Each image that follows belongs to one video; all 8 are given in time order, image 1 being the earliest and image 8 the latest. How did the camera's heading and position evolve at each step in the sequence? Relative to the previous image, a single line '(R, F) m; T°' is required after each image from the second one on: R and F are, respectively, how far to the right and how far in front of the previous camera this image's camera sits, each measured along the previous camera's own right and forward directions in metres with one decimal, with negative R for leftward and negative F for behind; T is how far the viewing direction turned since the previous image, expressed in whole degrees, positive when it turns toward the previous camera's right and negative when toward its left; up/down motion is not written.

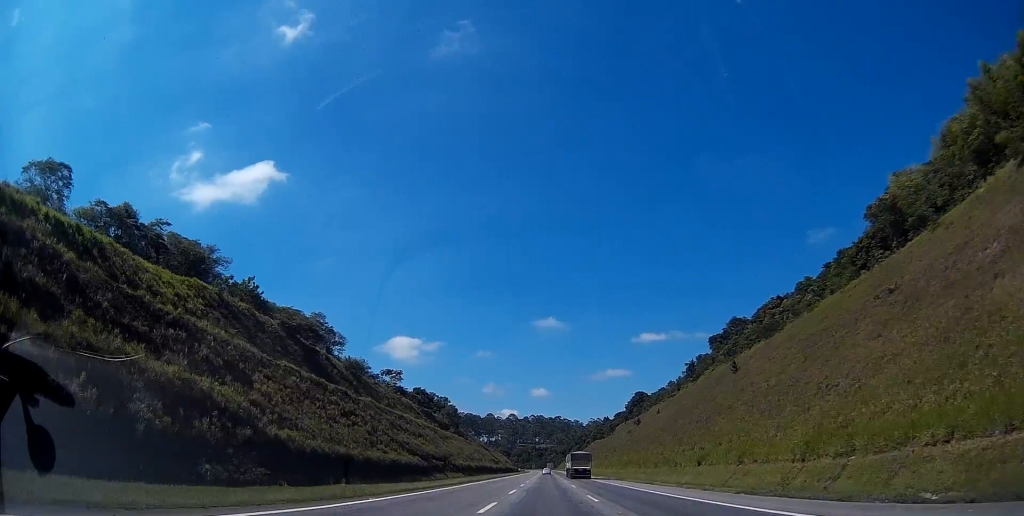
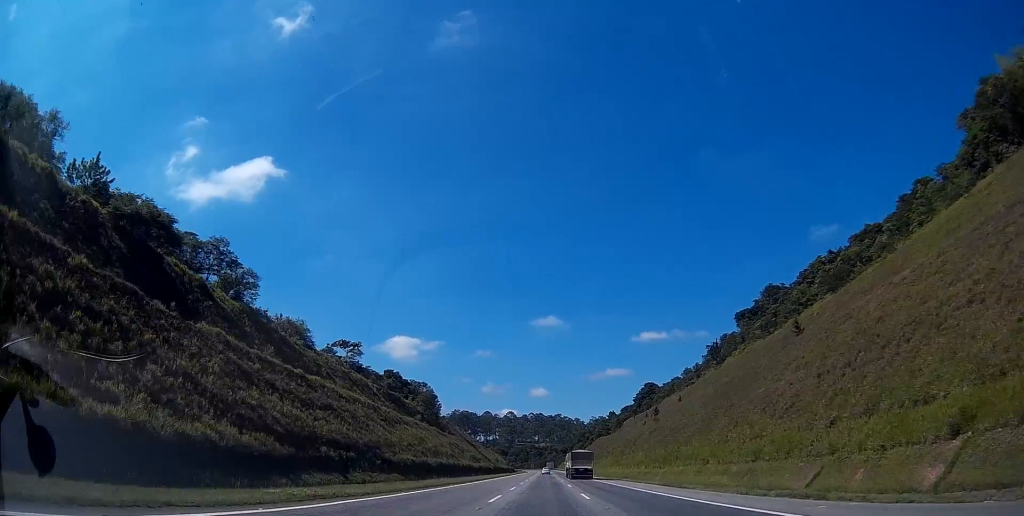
(+0.5, +34.1) m; +1°
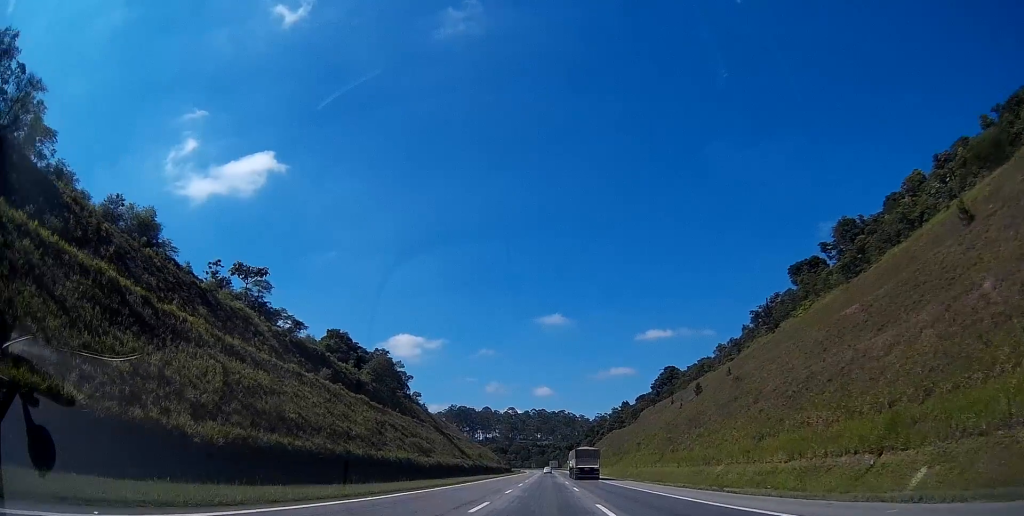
(-0.2, +44.3) m; -1°
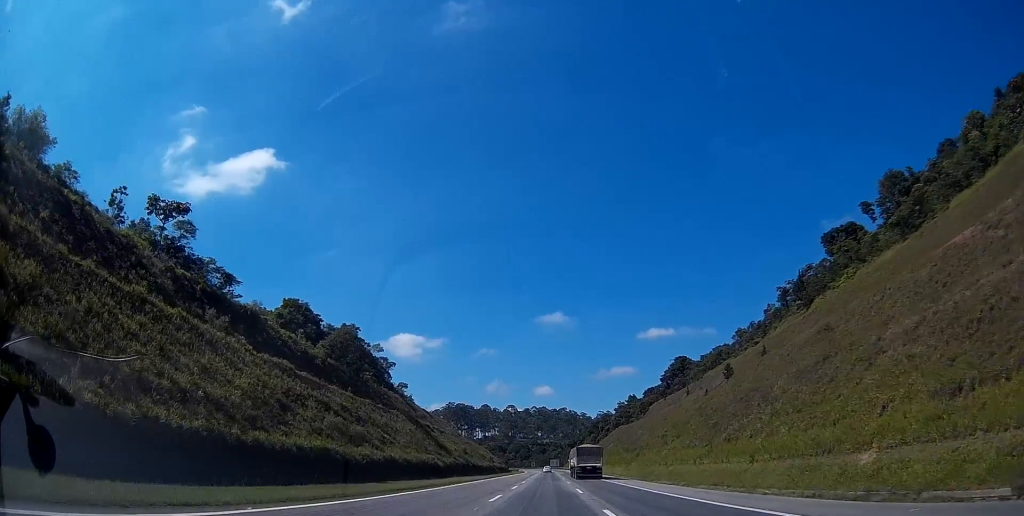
(0.0, +20.8) m; 0°
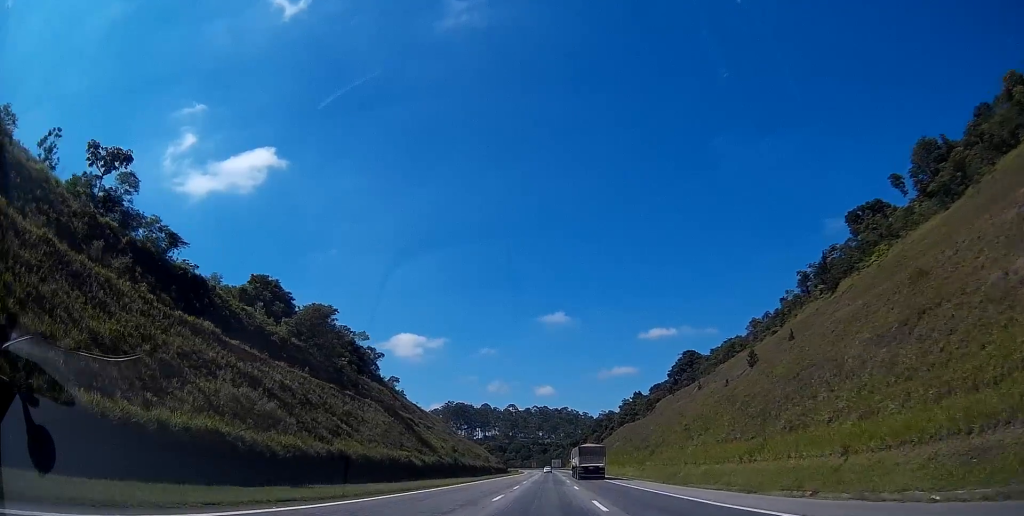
(+0.1, +12.1) m; 0°
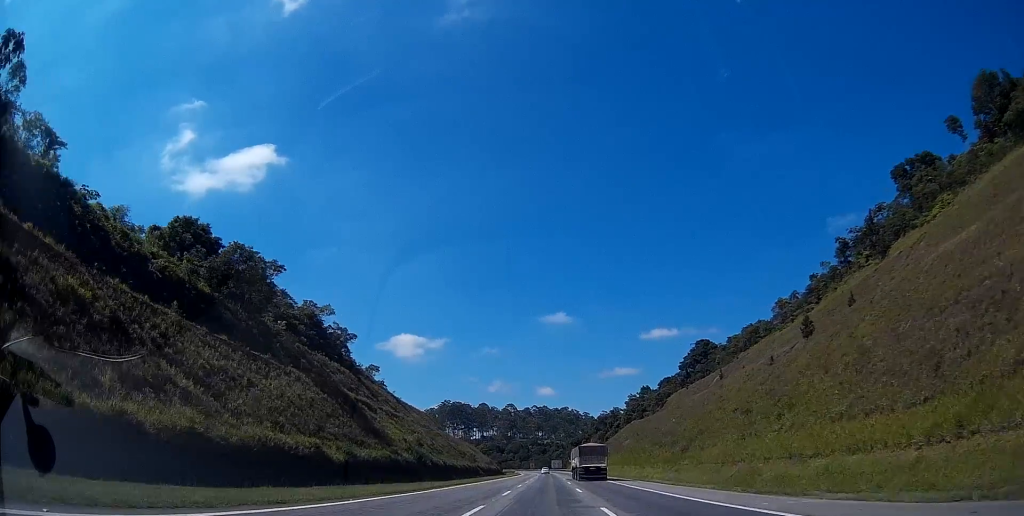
(+0.1, +20.8) m; 0°
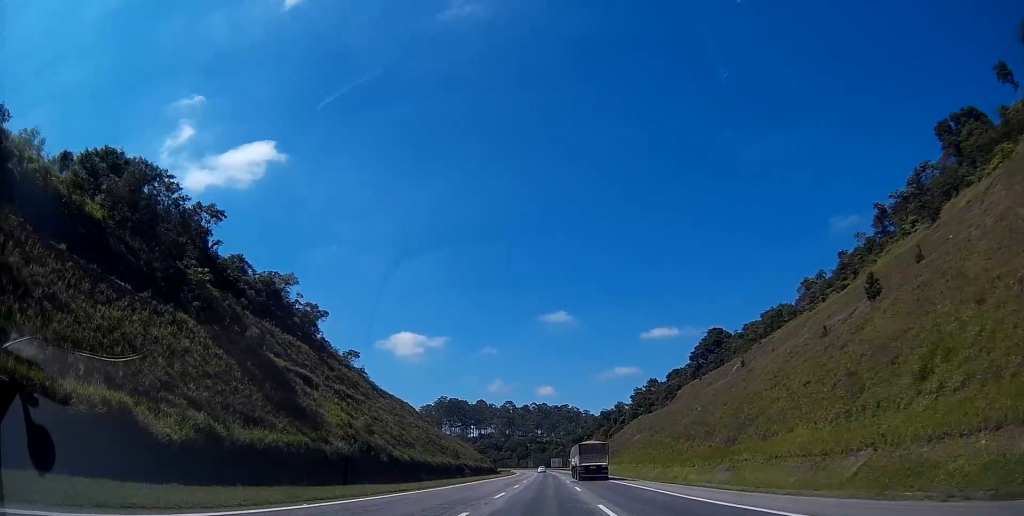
(+0.2, +16.4) m; 0°
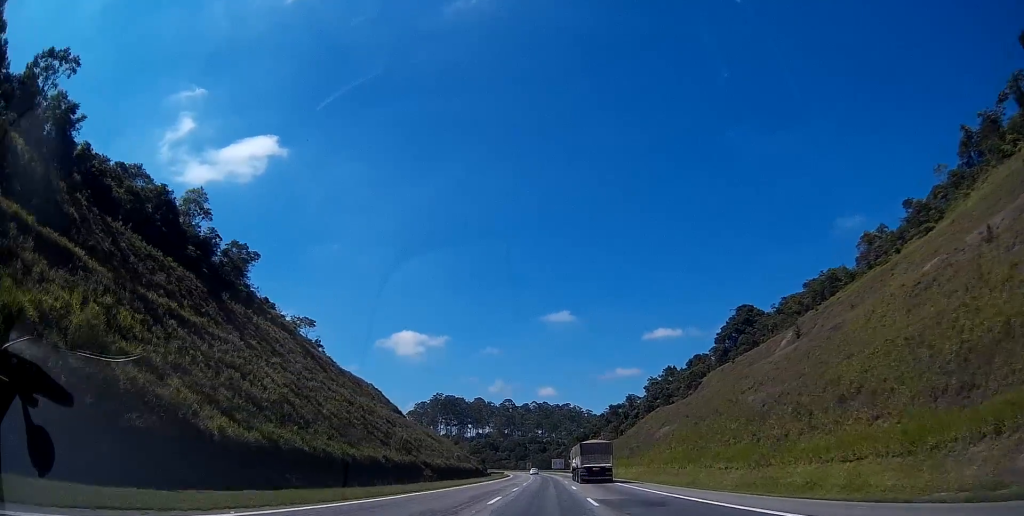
(-0.4, +28.6) m; -1°
